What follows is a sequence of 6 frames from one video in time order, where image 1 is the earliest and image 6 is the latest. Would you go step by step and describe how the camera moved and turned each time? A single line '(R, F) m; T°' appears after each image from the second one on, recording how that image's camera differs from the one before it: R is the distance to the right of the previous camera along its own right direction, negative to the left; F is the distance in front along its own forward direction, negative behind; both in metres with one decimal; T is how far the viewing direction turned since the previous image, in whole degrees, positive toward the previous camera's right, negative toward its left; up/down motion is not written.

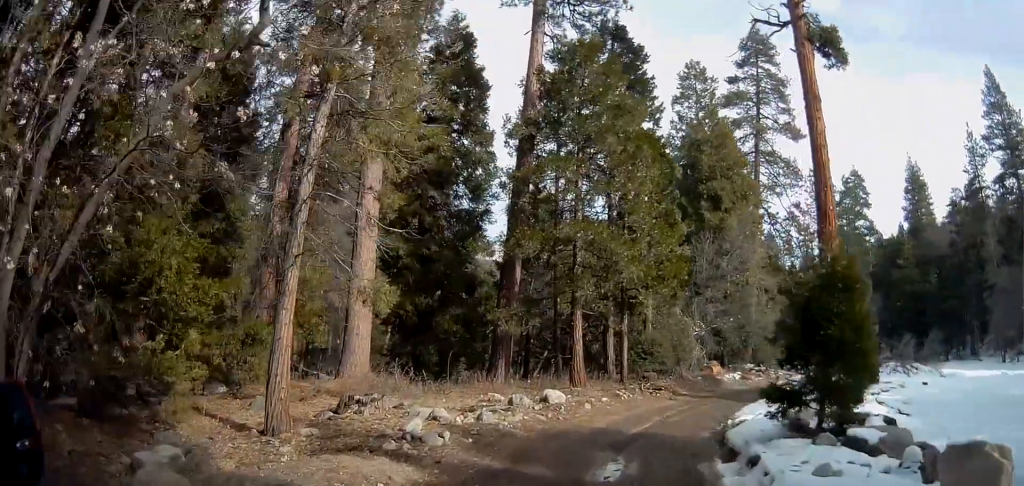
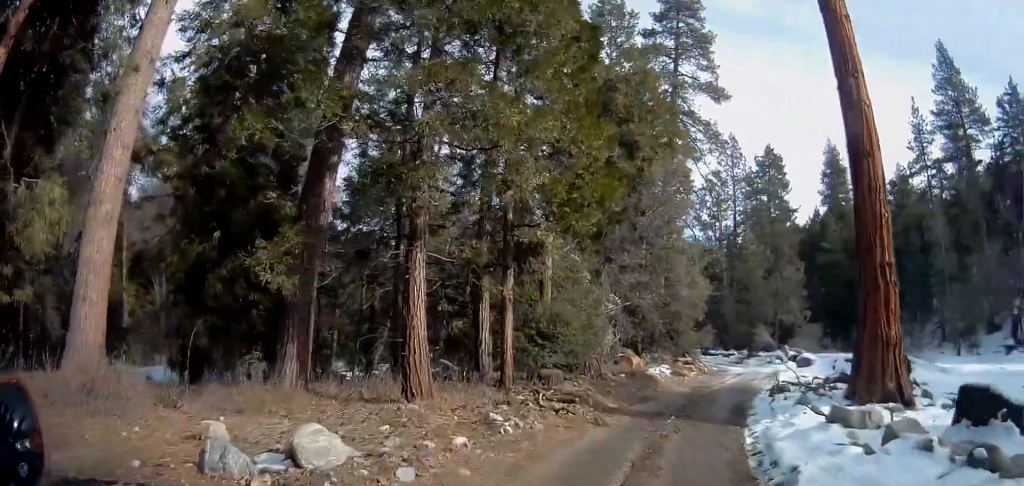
(-0.1, +11.1) m; +6°
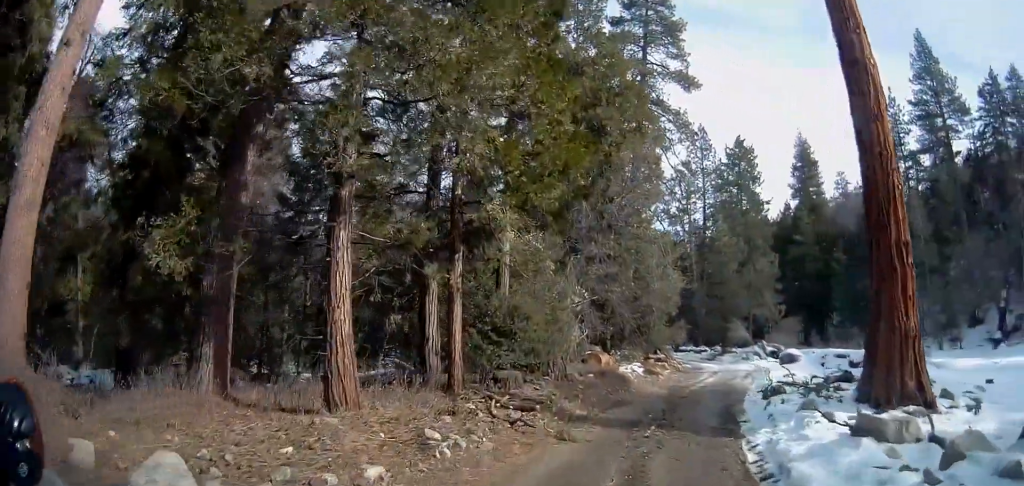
(+0.1, +2.3) m; +3°
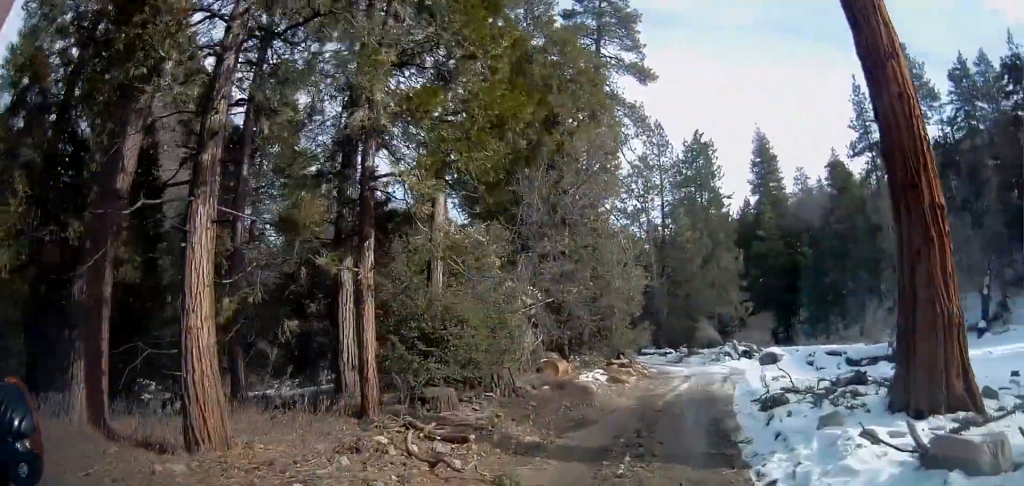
(+0.1, +3.1) m; +3°
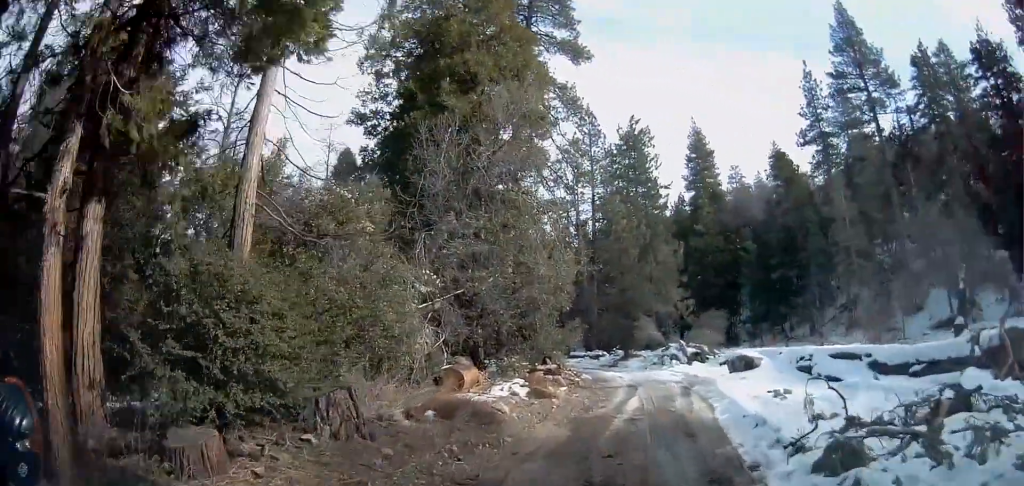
(+0.4, +6.0) m; +8°
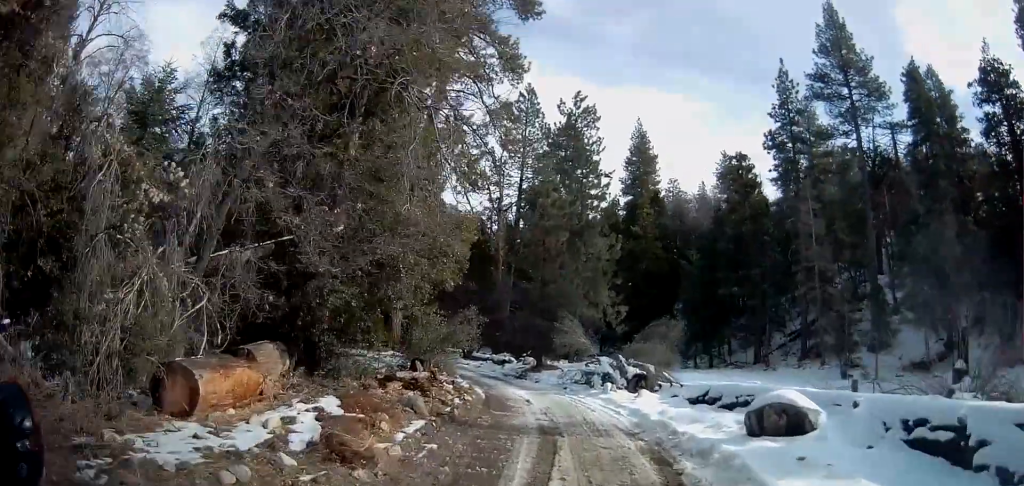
(+0.5, +10.4) m; +4°
